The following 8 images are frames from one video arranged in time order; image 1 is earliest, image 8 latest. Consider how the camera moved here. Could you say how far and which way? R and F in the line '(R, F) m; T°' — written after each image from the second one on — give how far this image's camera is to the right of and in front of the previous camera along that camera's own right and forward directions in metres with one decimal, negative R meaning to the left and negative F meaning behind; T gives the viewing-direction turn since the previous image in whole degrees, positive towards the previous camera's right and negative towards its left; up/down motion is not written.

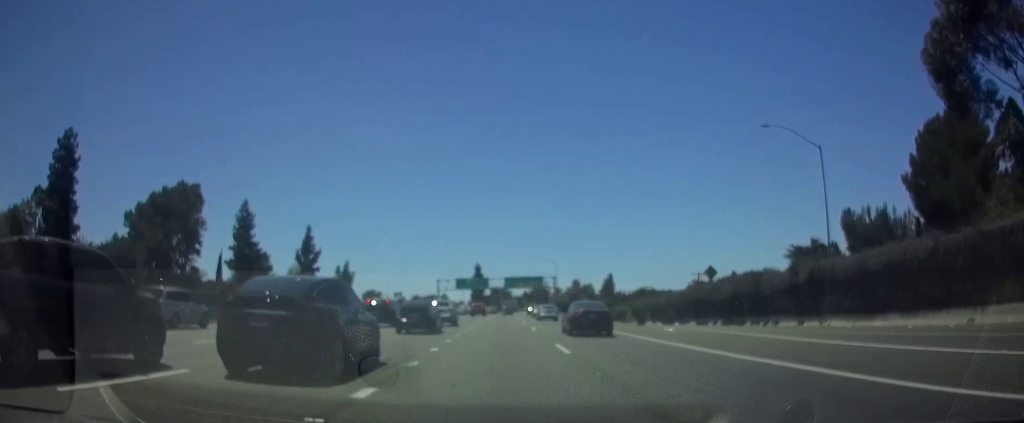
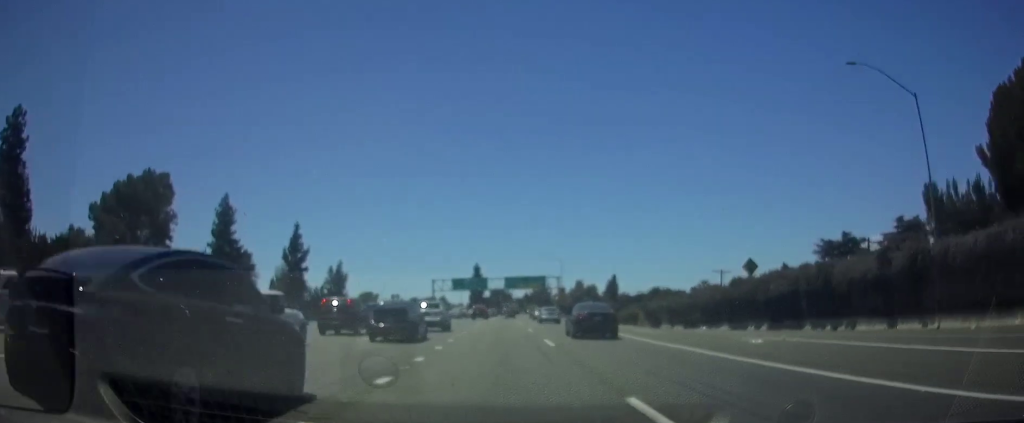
(0.0, +11.9) m; 0°
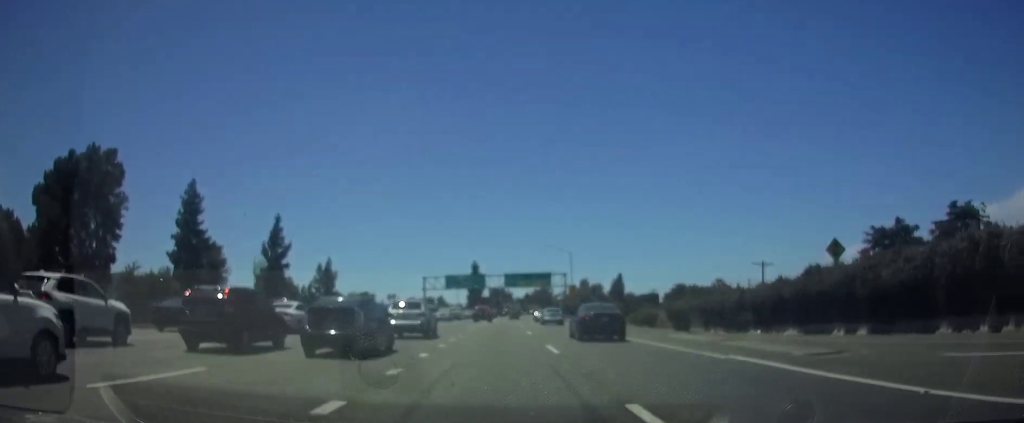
(+0.1, +16.5) m; 0°
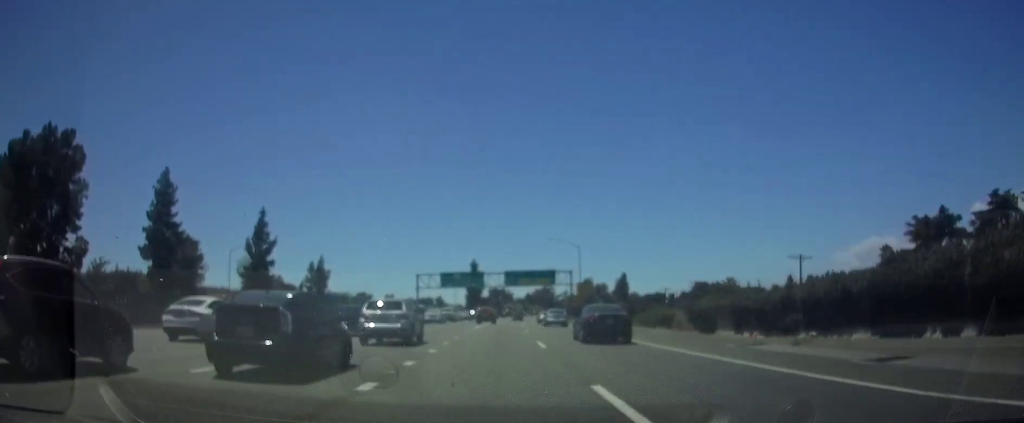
(-0.1, +11.2) m; 0°
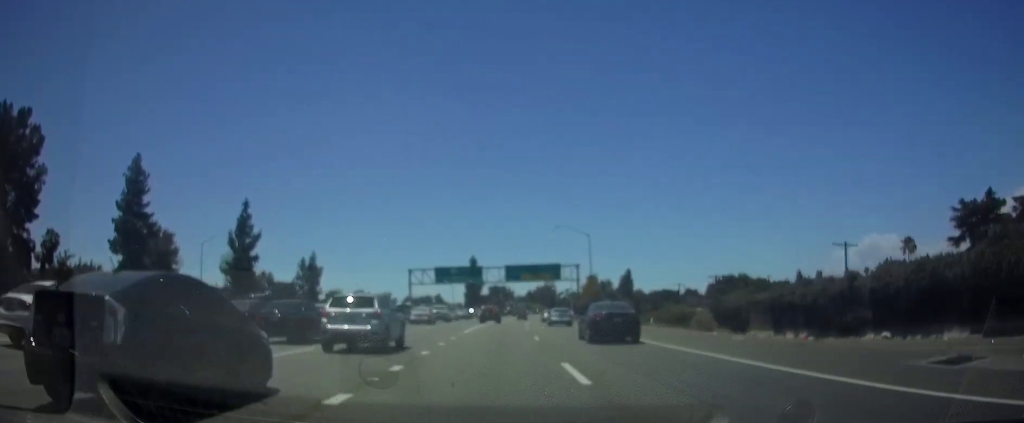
(0.0, +10.4) m; 0°
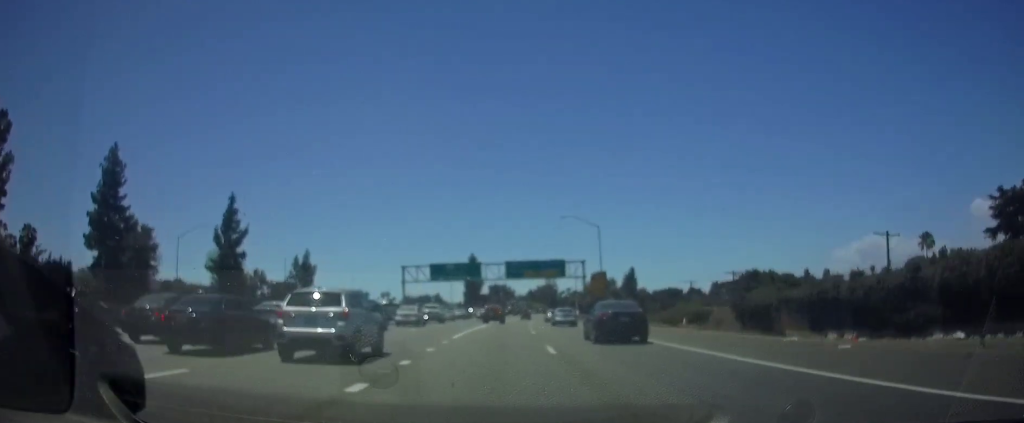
(+0.1, +7.8) m; 0°
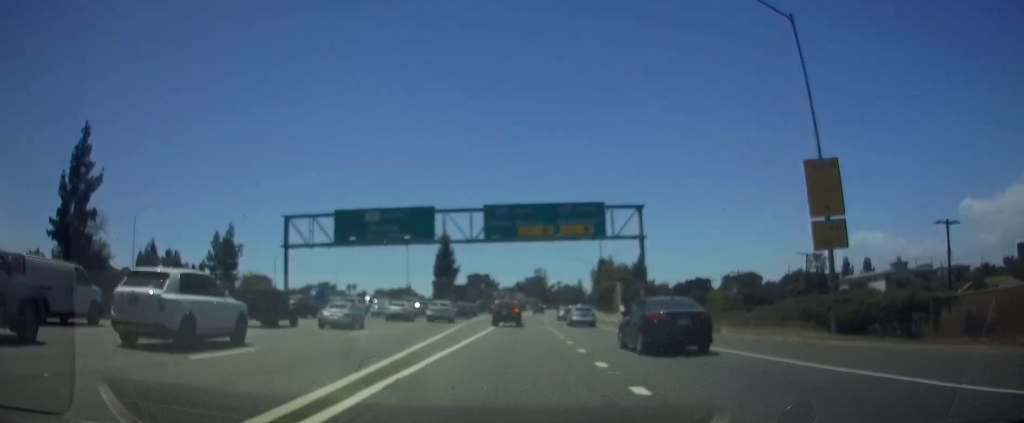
(+1.0, +51.9) m; +2°
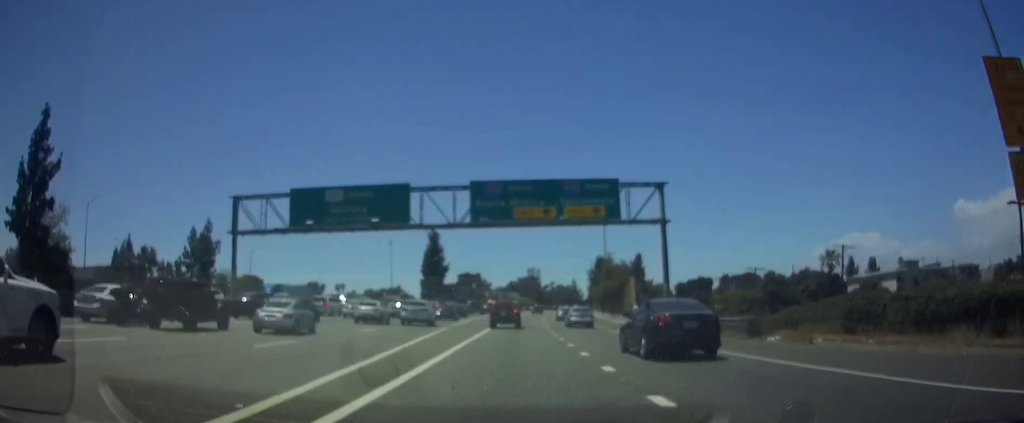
(-0.1, +9.6) m; +1°
